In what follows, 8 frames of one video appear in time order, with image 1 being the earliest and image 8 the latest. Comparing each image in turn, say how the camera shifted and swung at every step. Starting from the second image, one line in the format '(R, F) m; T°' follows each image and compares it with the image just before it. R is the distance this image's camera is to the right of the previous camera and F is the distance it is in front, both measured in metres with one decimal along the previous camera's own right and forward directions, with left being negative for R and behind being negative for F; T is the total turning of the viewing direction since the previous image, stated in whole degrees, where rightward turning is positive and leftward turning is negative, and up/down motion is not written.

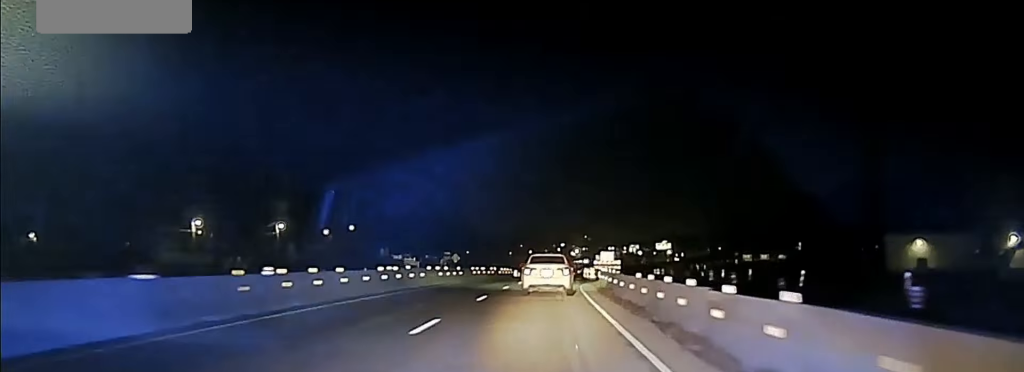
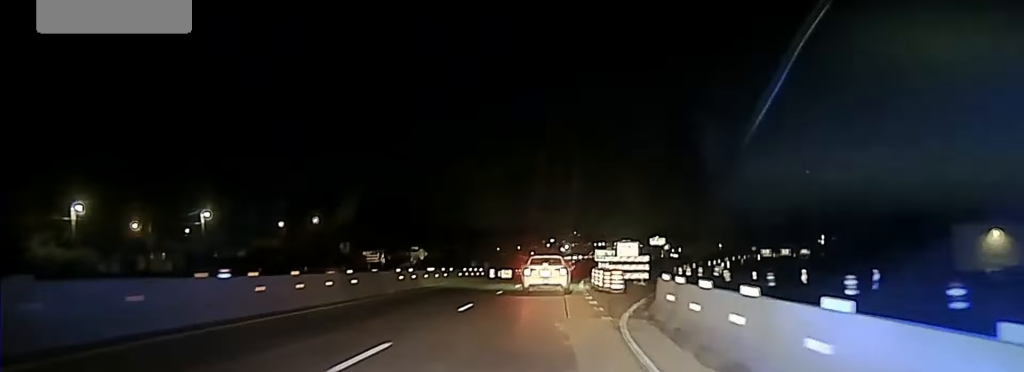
(+0.1, +30.9) m; 0°
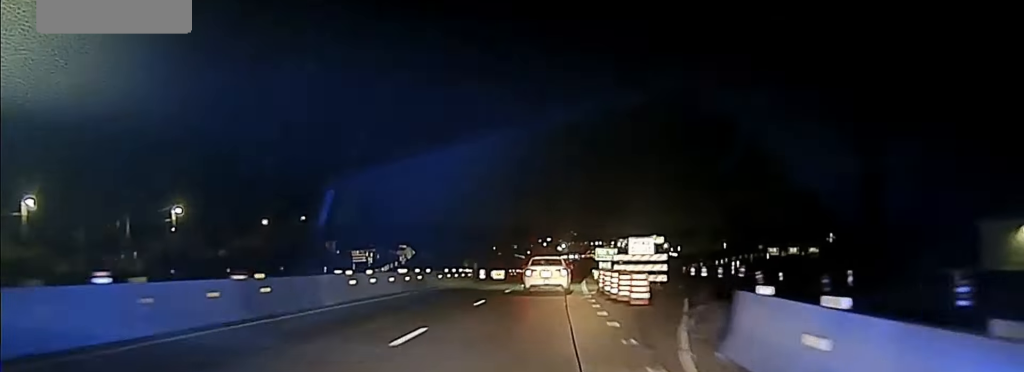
(-0.1, +9.0) m; 0°
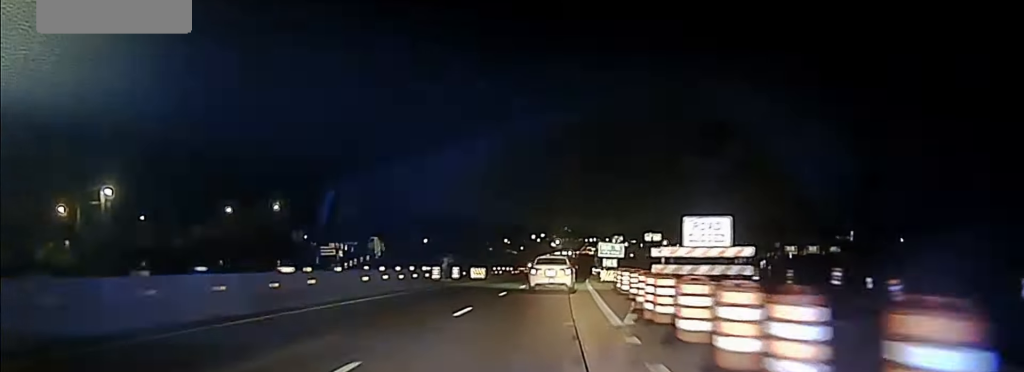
(+0.2, +18.3) m; +1°
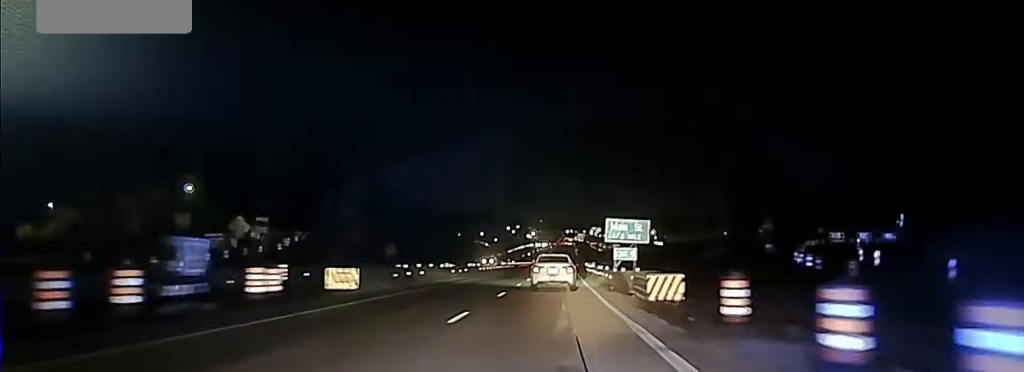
(+0.9, +38.4) m; +2°
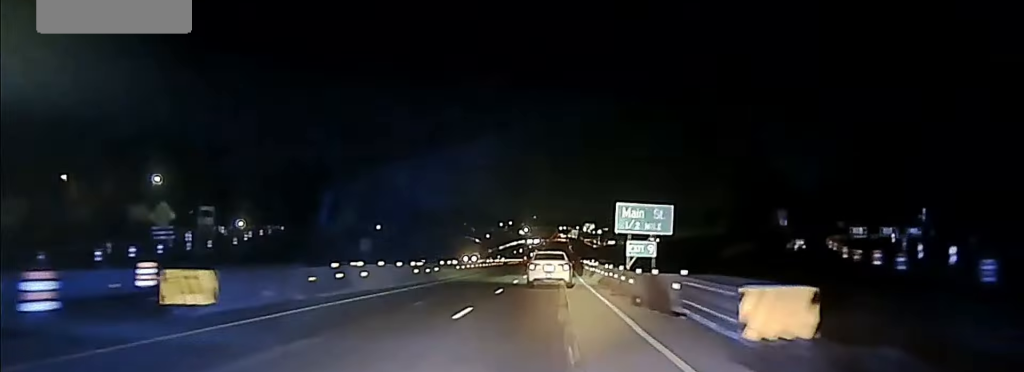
(+0.1, +11.8) m; 0°
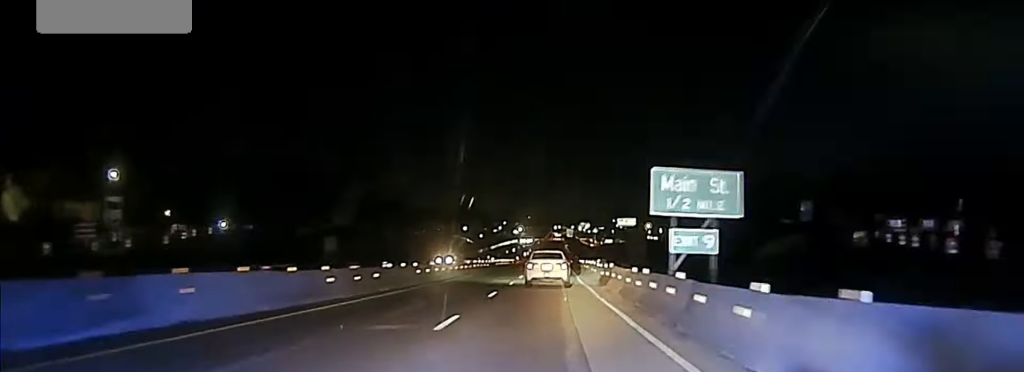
(-0.2, +15.6) m; 0°
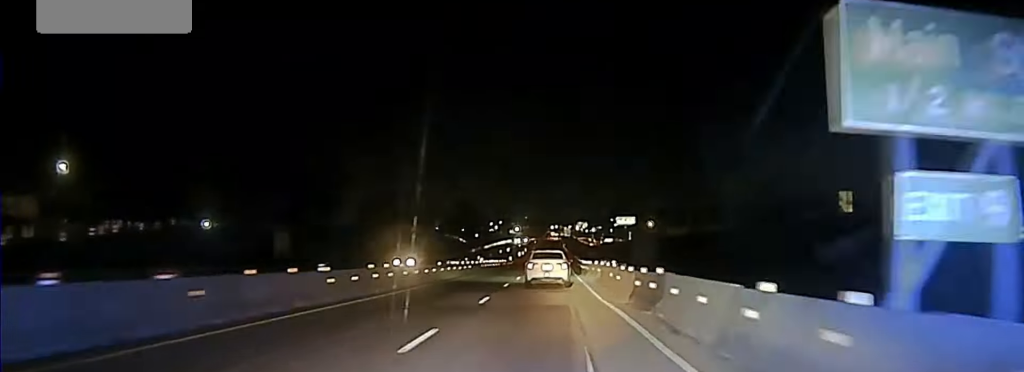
(+0.2, +15.0) m; 0°
